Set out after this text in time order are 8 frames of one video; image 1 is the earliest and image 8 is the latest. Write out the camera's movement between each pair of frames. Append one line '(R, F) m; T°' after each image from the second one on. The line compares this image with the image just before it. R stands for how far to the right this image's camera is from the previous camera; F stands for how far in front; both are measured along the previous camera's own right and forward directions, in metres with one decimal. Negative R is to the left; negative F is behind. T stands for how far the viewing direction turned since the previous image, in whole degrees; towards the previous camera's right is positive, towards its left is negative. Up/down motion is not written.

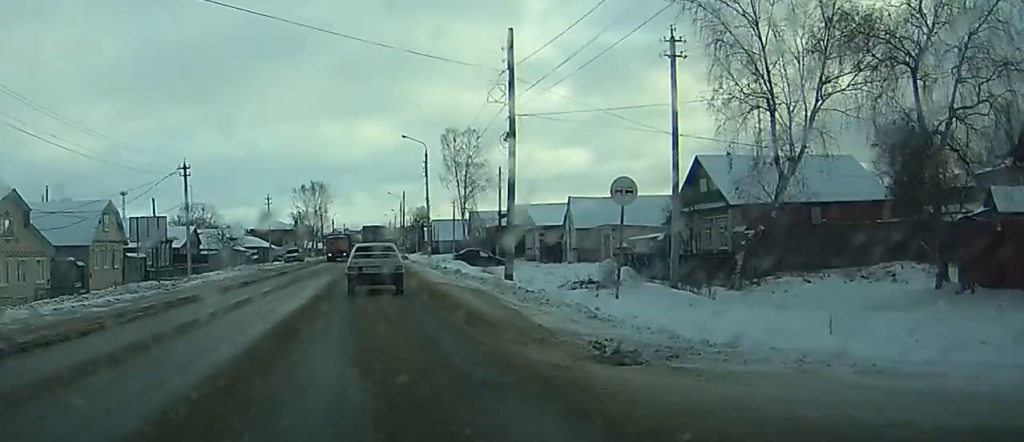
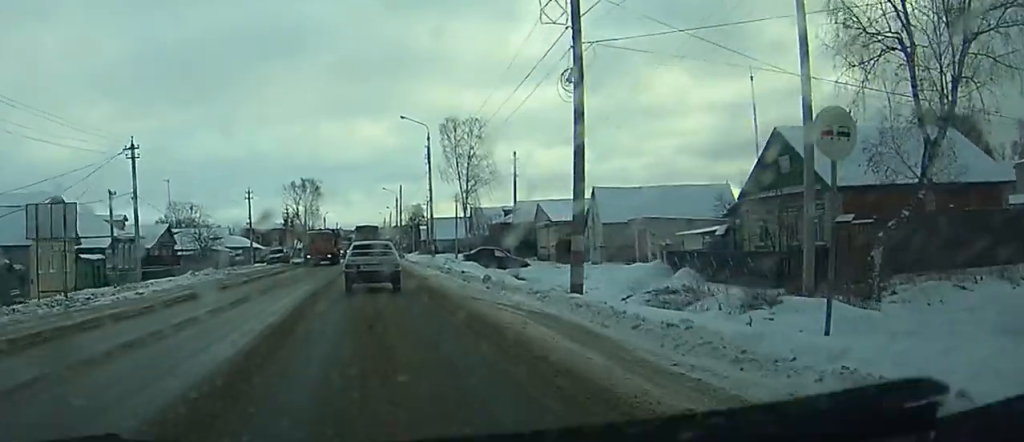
(-0.2, +10.6) m; -1°
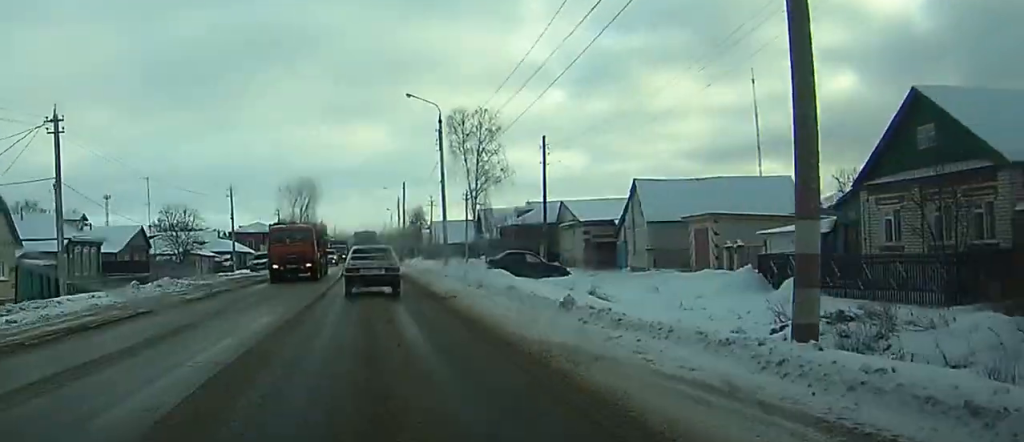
(-0.1, +10.2) m; -3°
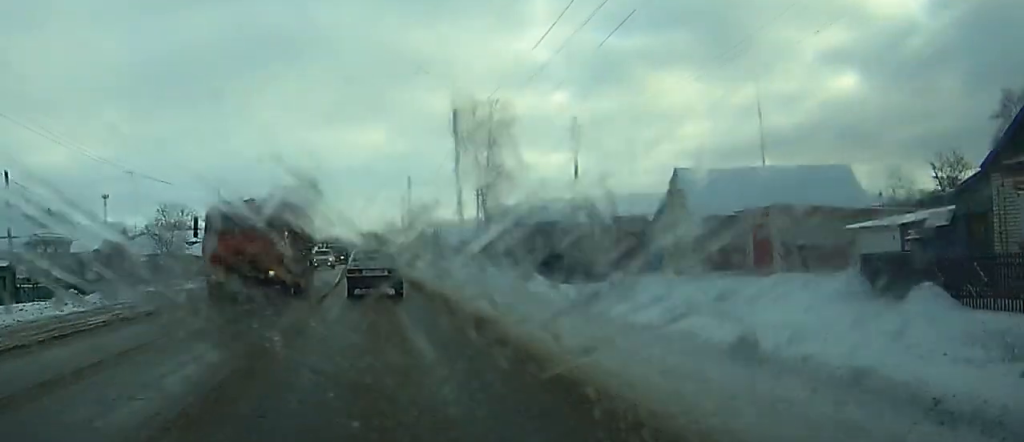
(-0.4, +6.9) m; -1°
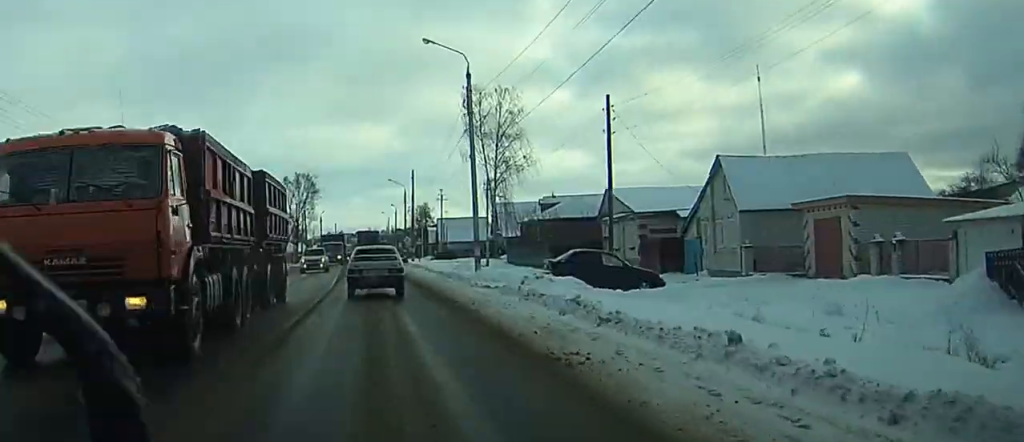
(+0.1, +5.7) m; +1°
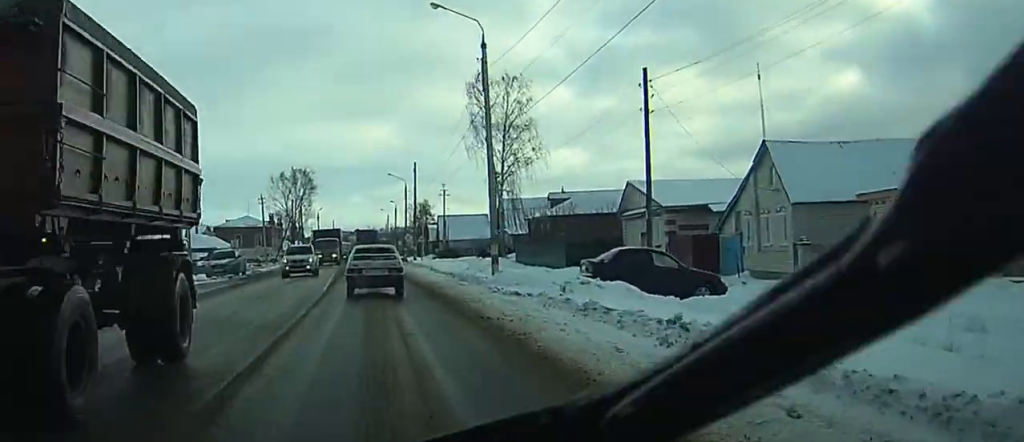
(+0.1, +5.0) m; +2°
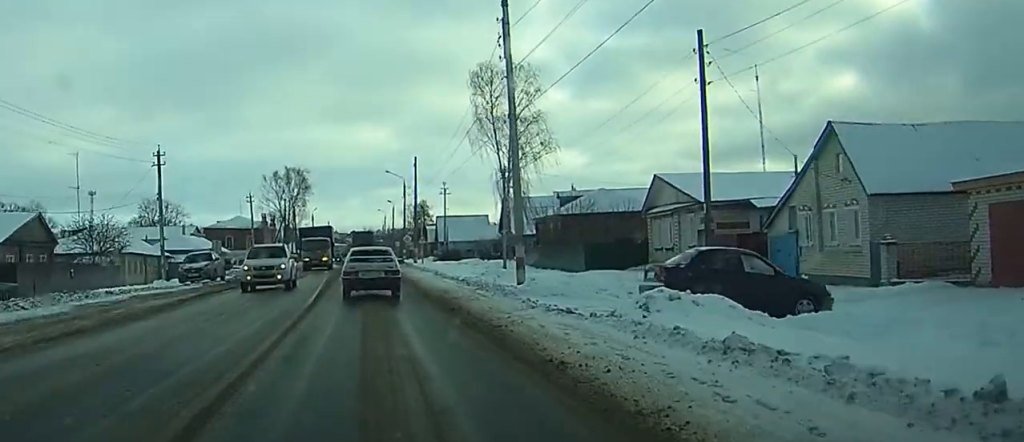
(+0.1, +5.8) m; 0°
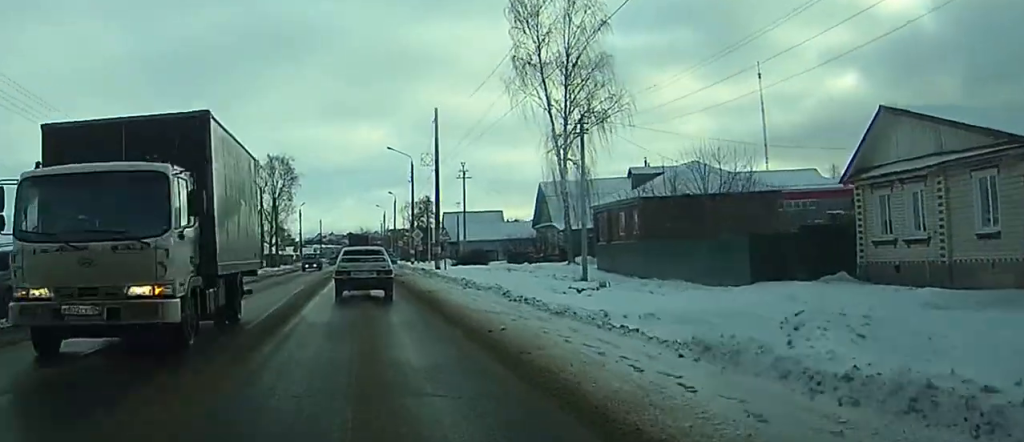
(-0.4, +22.8) m; 0°
